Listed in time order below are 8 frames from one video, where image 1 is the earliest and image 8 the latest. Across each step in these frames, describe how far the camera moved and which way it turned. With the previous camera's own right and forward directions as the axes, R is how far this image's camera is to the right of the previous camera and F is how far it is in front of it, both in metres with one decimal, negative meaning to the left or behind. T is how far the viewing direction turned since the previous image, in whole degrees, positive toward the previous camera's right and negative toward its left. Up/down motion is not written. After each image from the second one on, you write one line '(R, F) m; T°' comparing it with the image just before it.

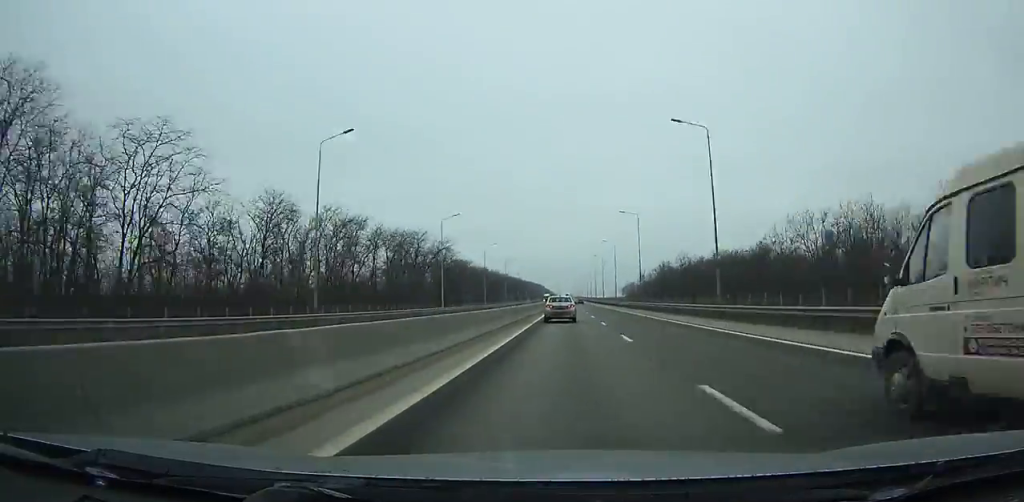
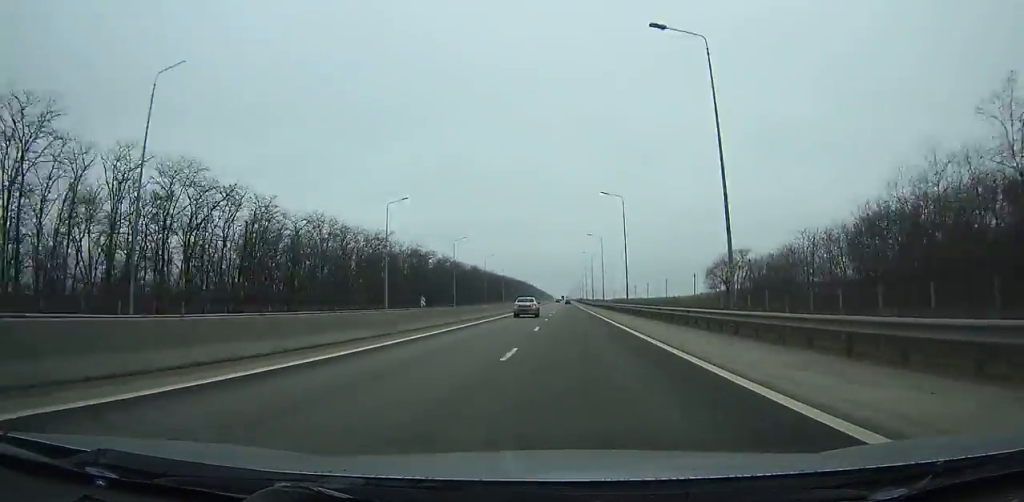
(+0.7, +173.7) m; 0°
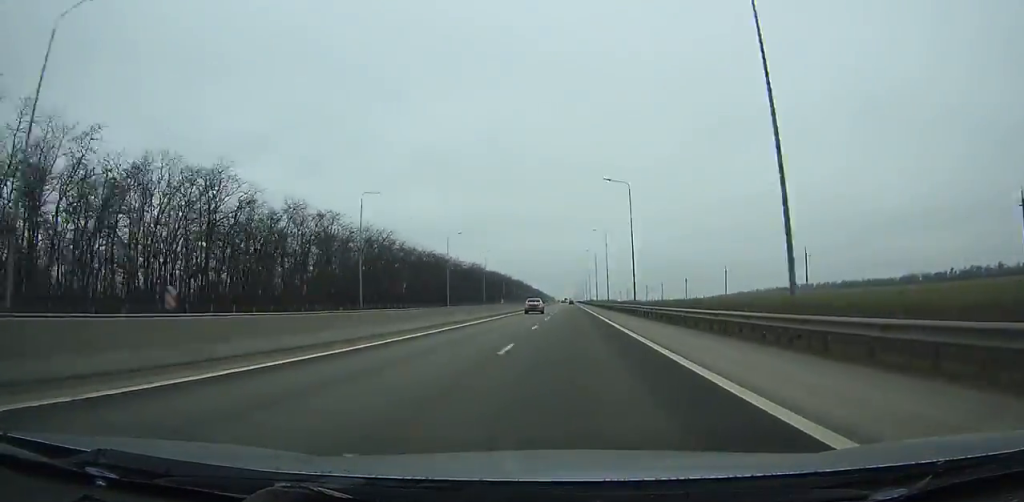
(-0.7, +167.7) m; 0°
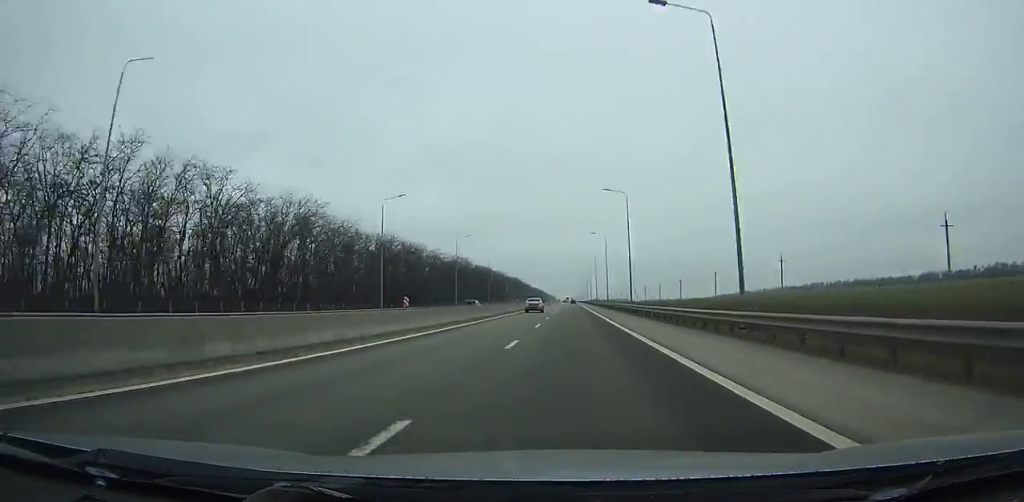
(-0.1, +34.7) m; 0°
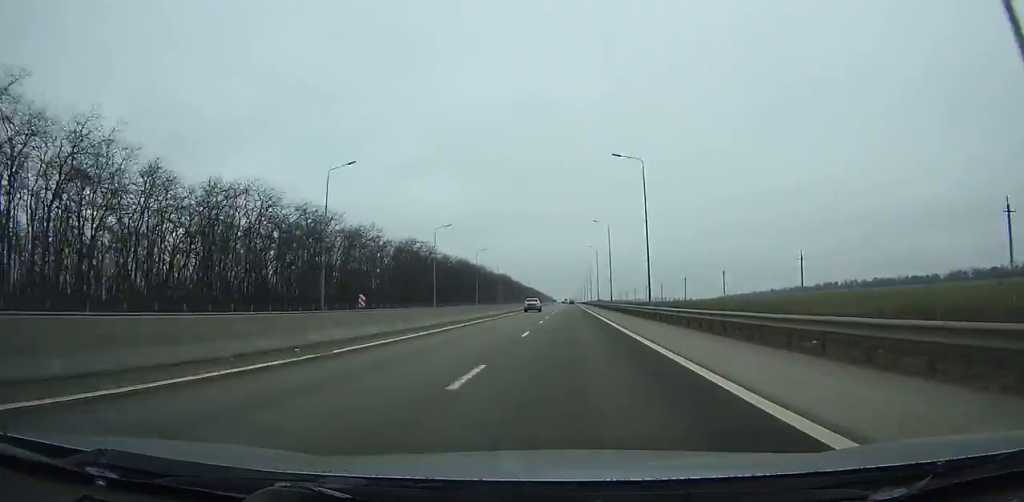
(0.0, +55.0) m; 0°
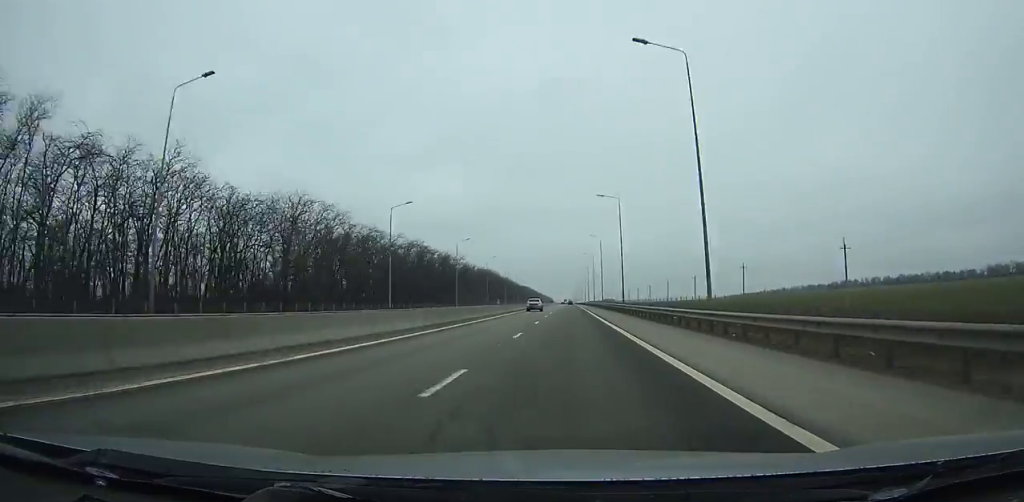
(+0.1, +60.8) m; 0°
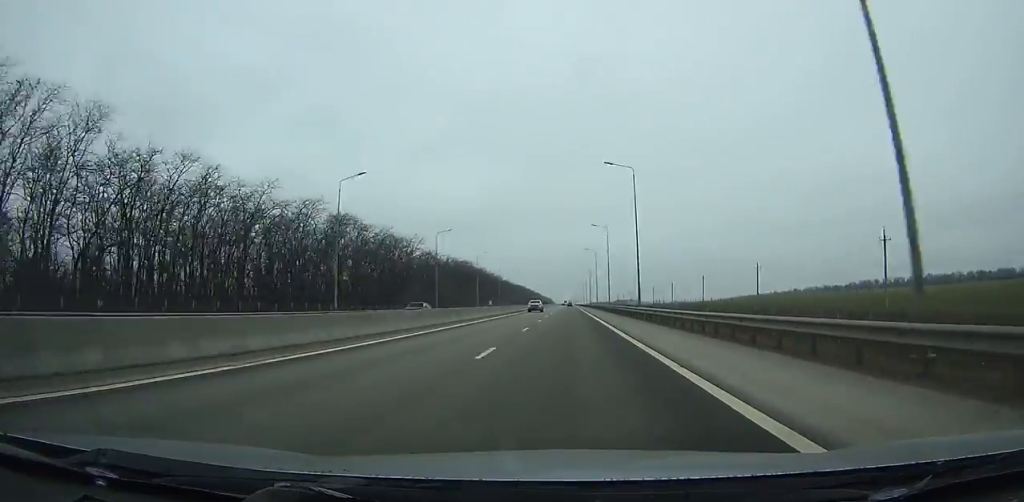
(-0.1, +55.1) m; 0°
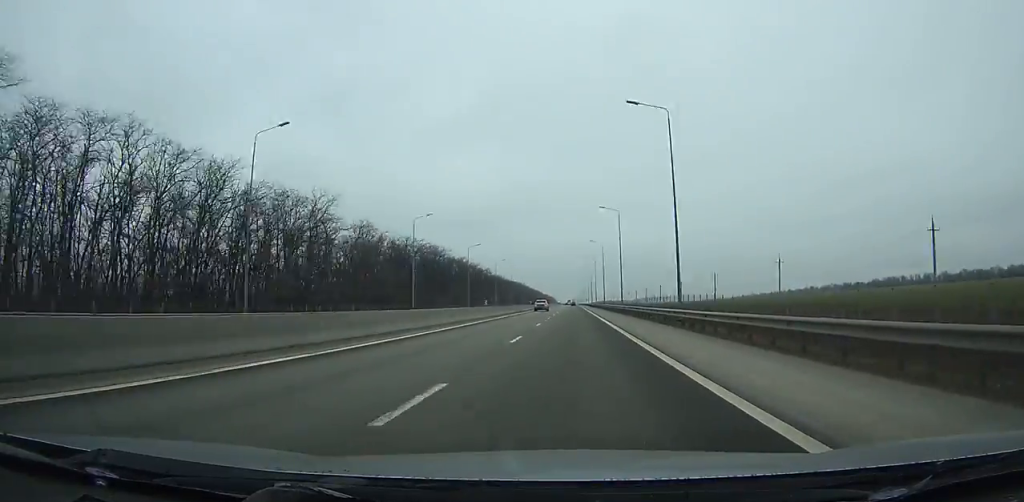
(0.0, +55.2) m; 0°
